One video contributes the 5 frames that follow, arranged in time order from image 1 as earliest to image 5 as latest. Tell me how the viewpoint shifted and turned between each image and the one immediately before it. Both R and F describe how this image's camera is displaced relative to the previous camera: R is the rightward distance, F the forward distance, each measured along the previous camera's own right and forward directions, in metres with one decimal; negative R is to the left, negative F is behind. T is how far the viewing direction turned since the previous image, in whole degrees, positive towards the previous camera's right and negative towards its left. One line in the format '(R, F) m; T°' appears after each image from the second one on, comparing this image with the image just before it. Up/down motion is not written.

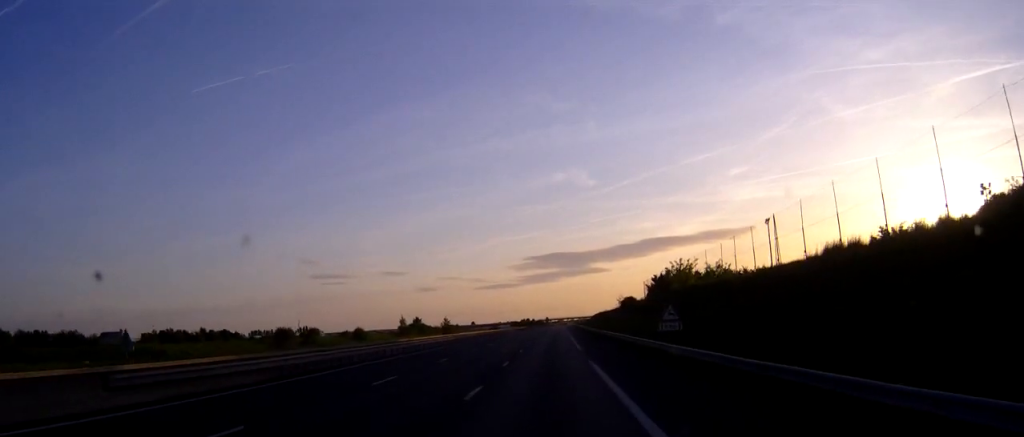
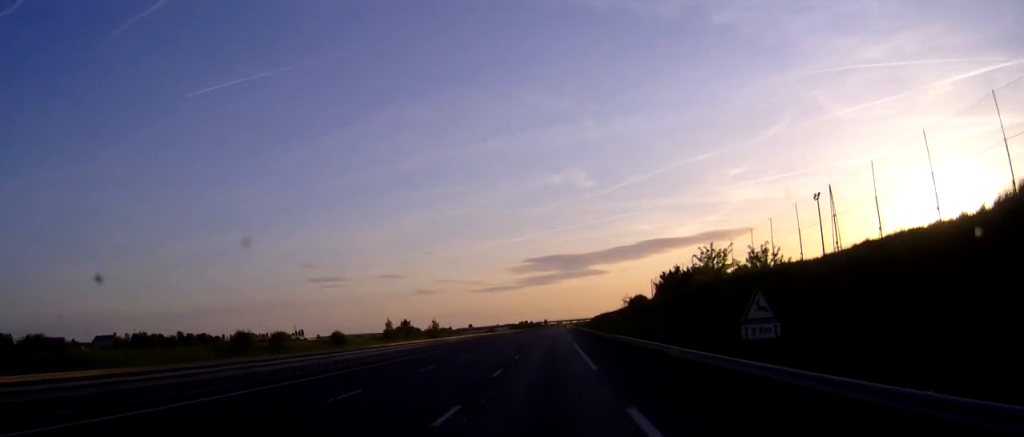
(0.0, +17.0) m; 0°
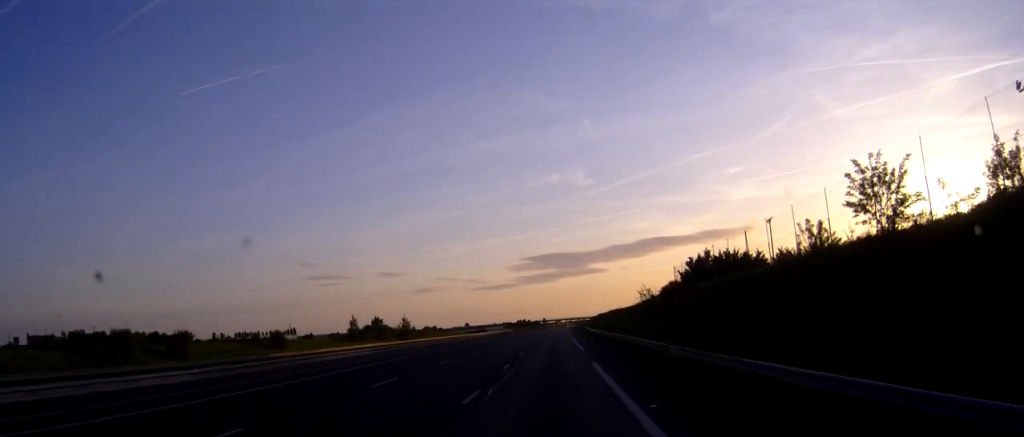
(-0.1, +34.9) m; 0°
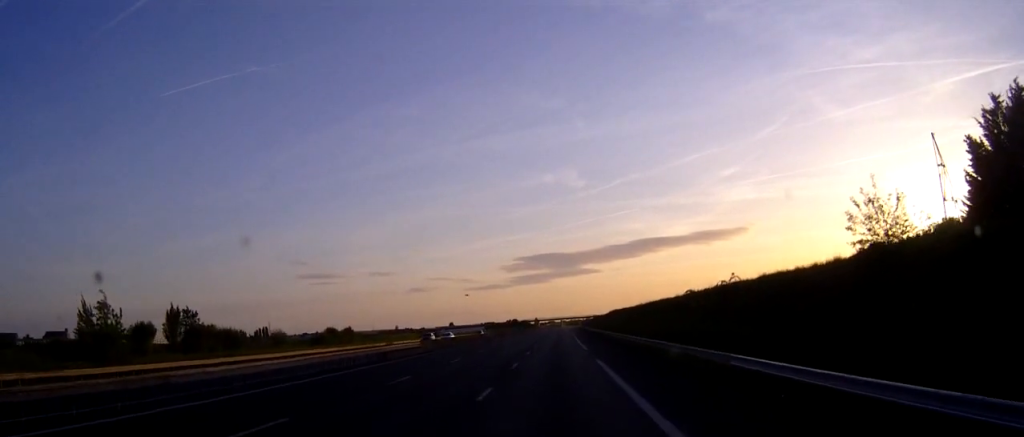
(+0.8, +102.0) m; +1°
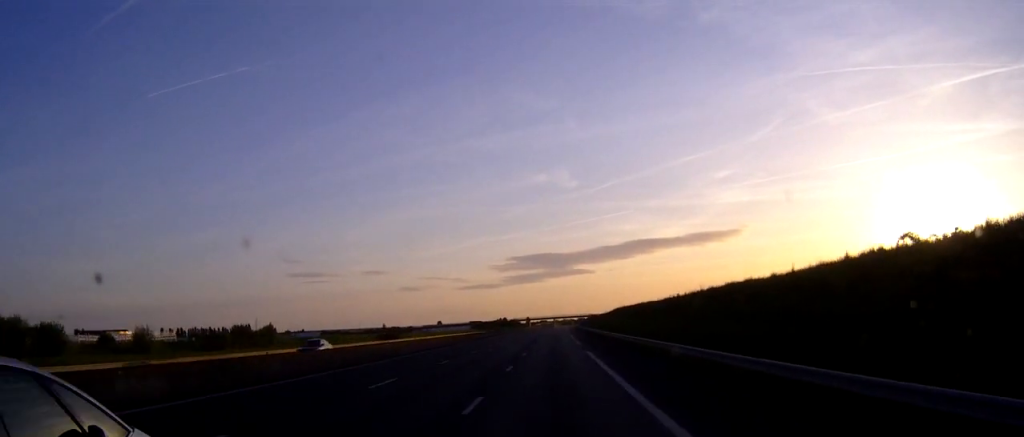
(+0.1, +42.0) m; 0°
